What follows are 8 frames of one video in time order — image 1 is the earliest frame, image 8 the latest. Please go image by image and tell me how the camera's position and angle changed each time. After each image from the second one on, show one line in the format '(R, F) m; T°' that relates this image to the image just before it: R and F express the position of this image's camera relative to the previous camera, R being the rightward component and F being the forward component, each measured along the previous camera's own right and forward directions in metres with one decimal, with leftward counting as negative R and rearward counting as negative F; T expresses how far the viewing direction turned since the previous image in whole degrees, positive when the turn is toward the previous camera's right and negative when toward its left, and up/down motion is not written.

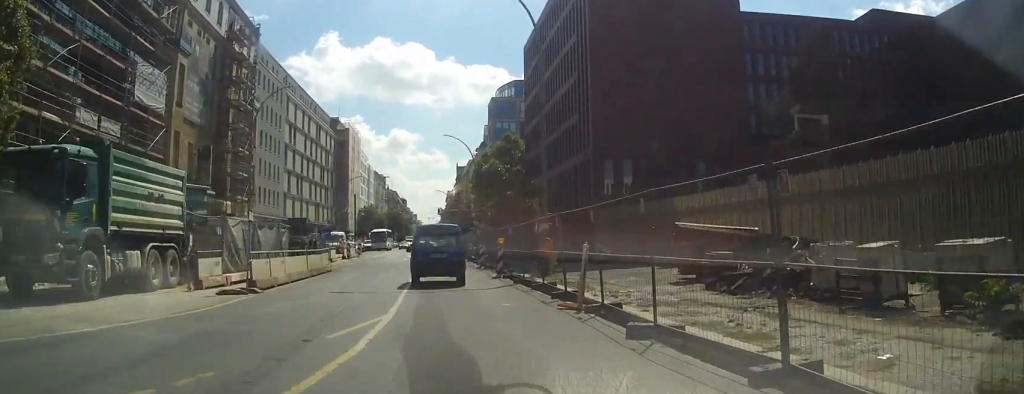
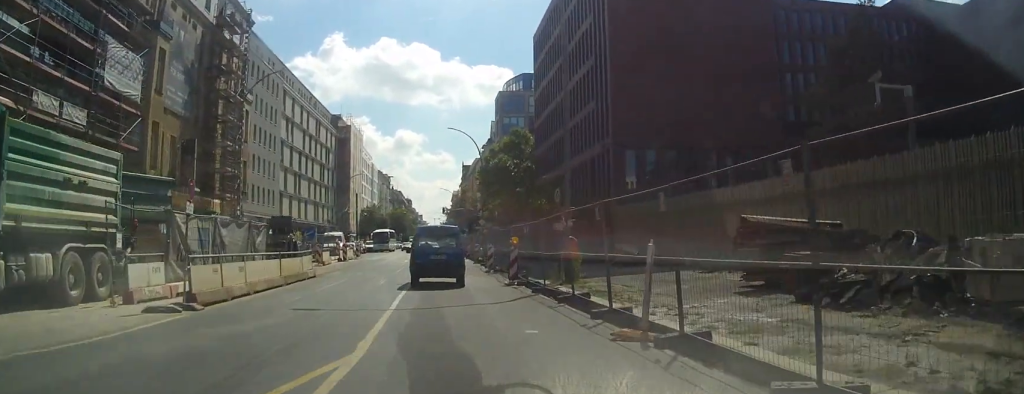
(-0.3, +4.5) m; -2°
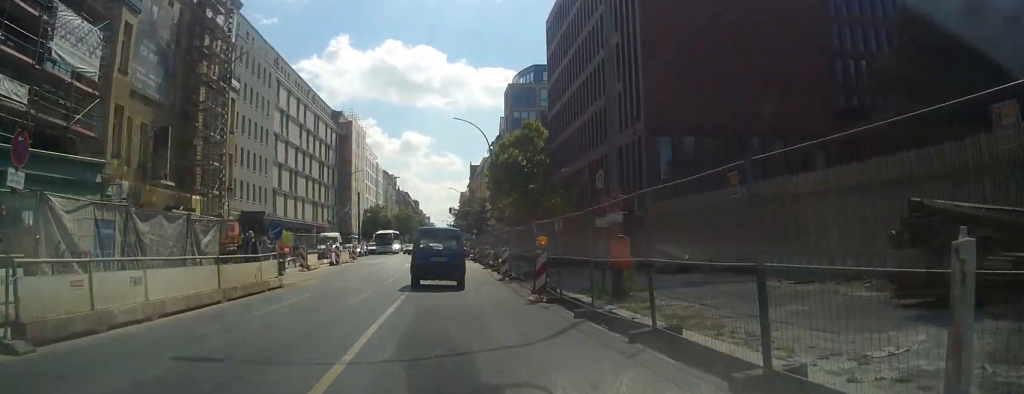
(-0.1, +6.2) m; -1°
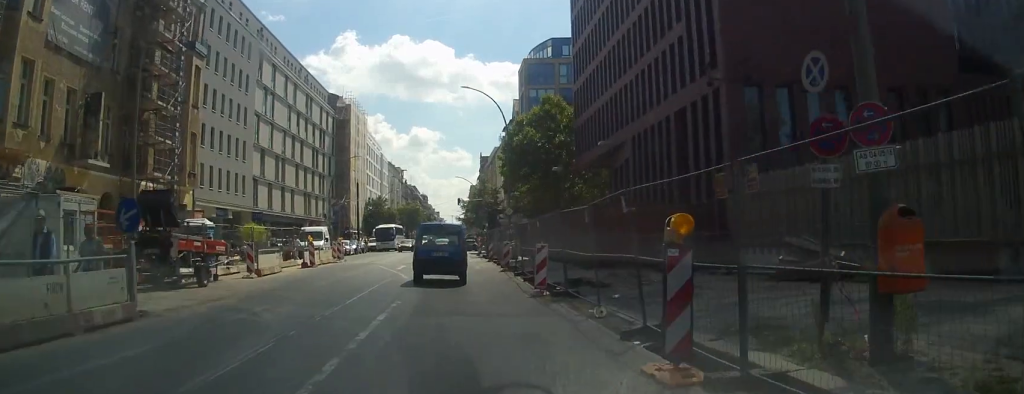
(0.0, +10.6) m; 0°
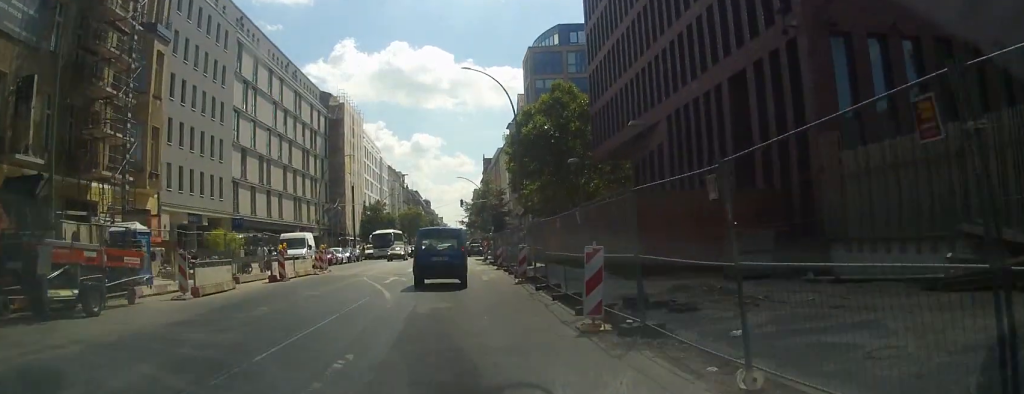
(0.0, +6.7) m; 0°
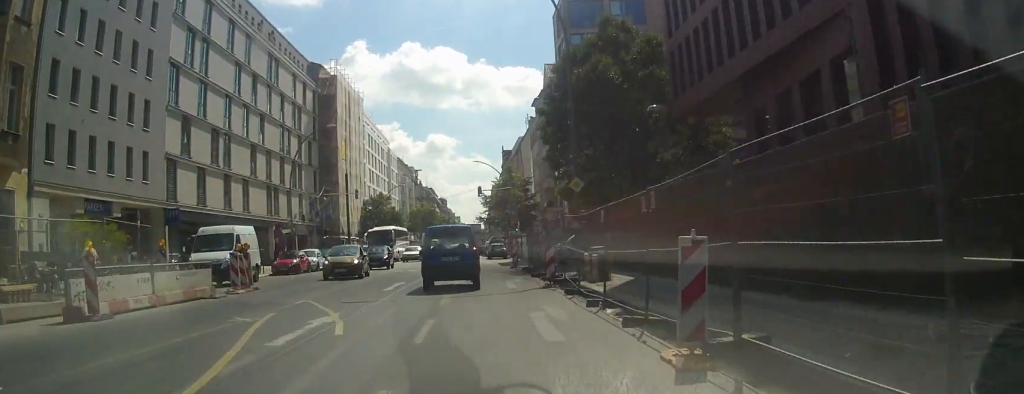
(-0.2, +16.2) m; -1°
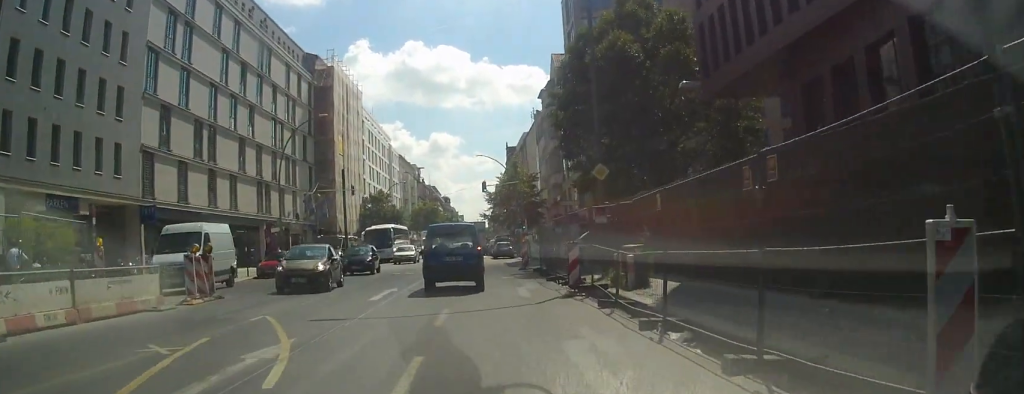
(-0.1, +3.8) m; 0°
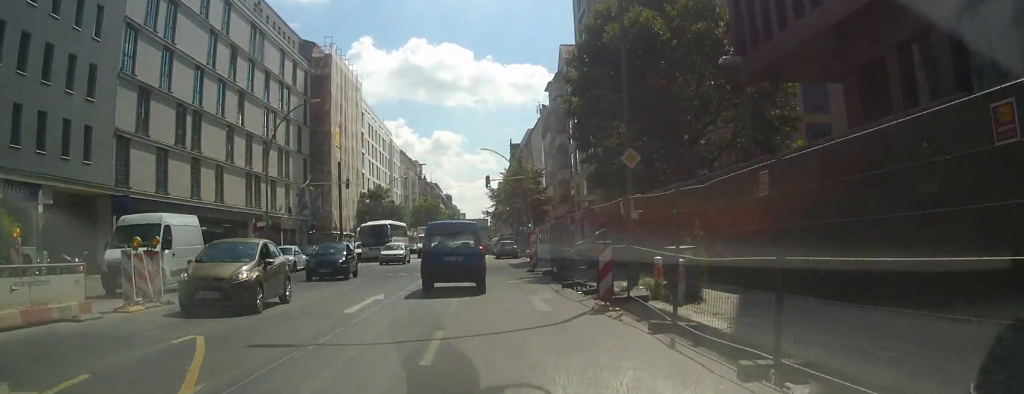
(+0.1, +3.5) m; +1°
